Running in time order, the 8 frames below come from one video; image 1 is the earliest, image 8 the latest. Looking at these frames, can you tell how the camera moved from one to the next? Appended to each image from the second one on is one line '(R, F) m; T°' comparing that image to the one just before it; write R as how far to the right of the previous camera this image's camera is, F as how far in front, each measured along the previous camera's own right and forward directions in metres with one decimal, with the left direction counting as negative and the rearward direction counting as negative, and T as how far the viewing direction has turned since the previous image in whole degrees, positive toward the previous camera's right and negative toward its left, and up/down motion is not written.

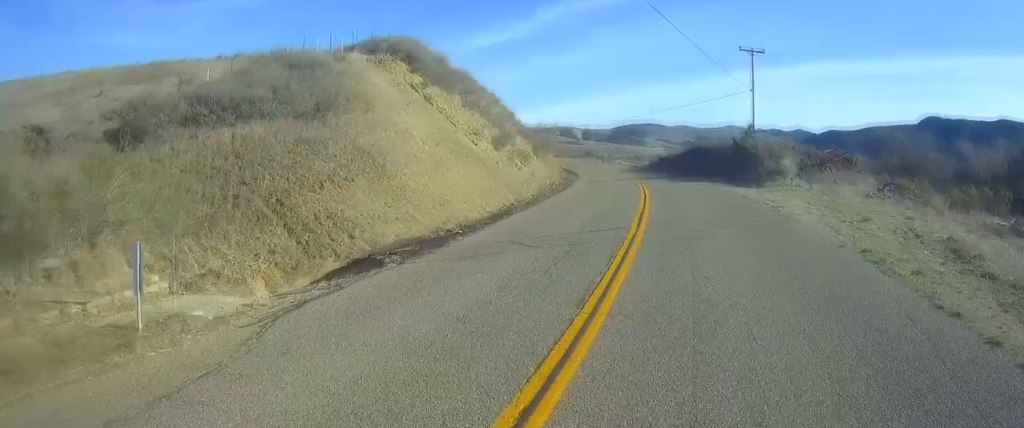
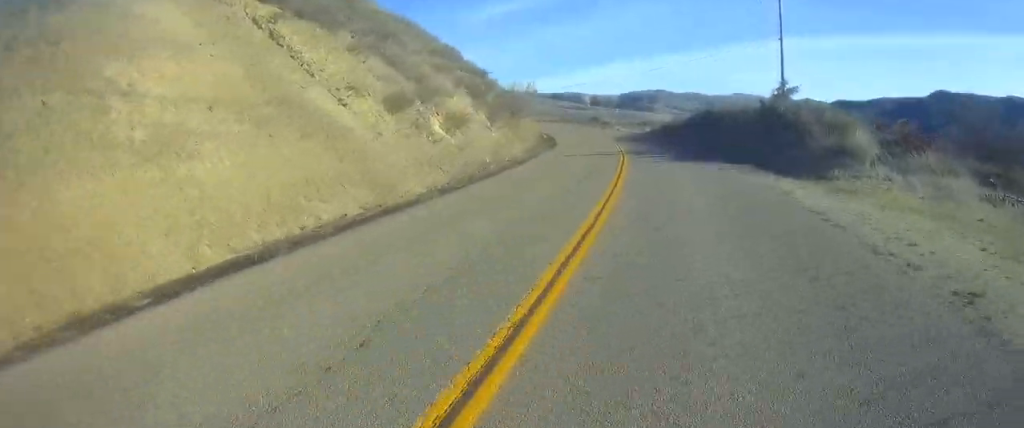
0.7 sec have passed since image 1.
(-0.3, +14.5) m; -3°
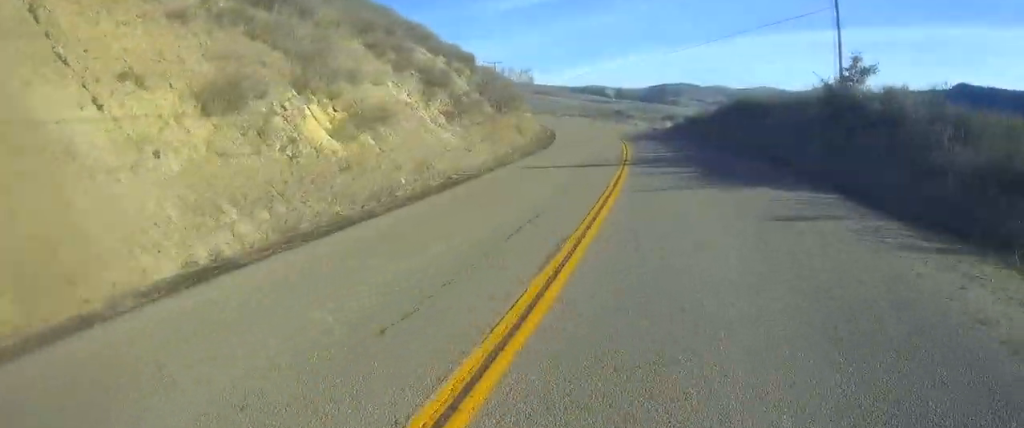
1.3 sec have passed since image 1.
(+0.1, +11.2) m; -3°
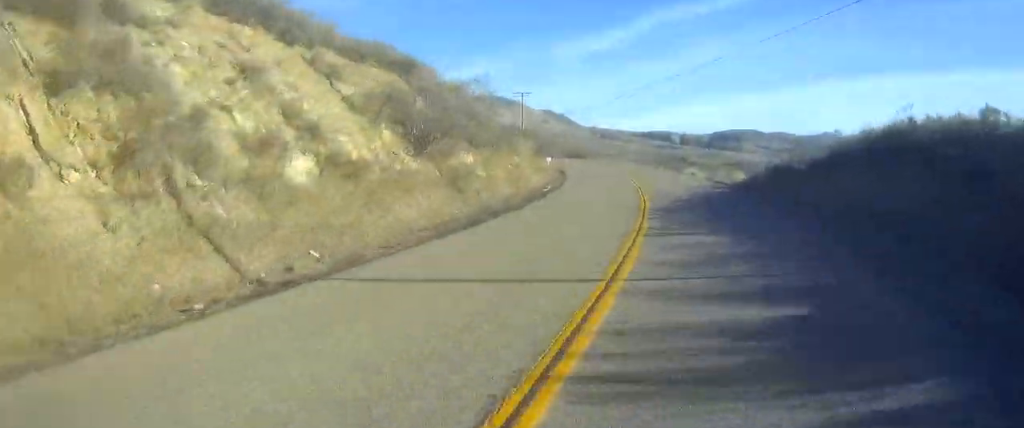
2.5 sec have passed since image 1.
(-1.5, +23.1) m; -6°
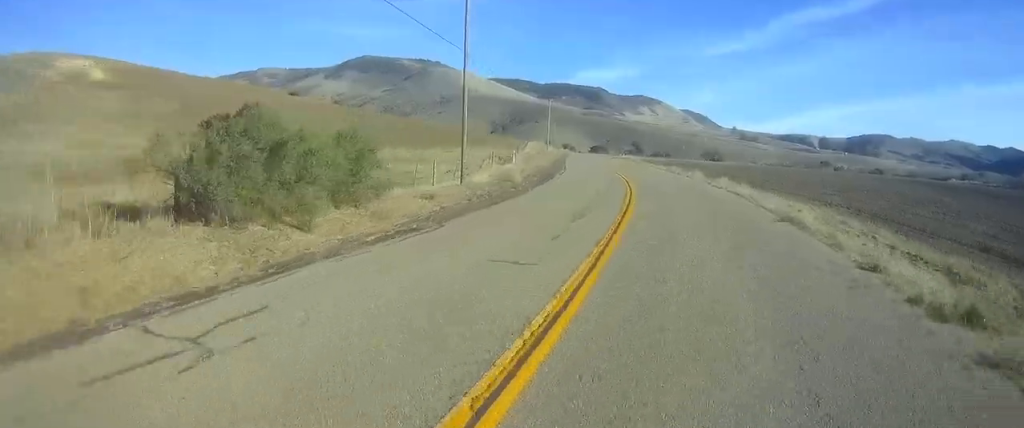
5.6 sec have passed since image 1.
(-5.5, +63.1) m; -10°
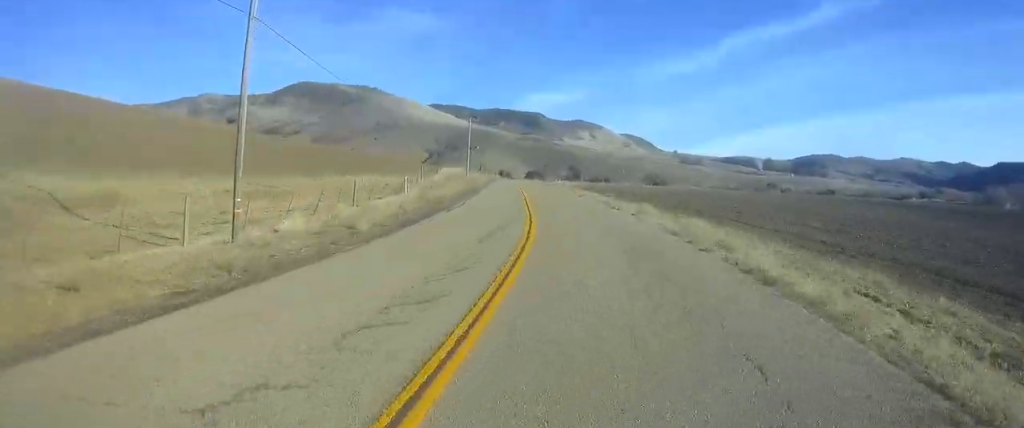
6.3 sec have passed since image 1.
(-0.6, +15.2) m; -2°
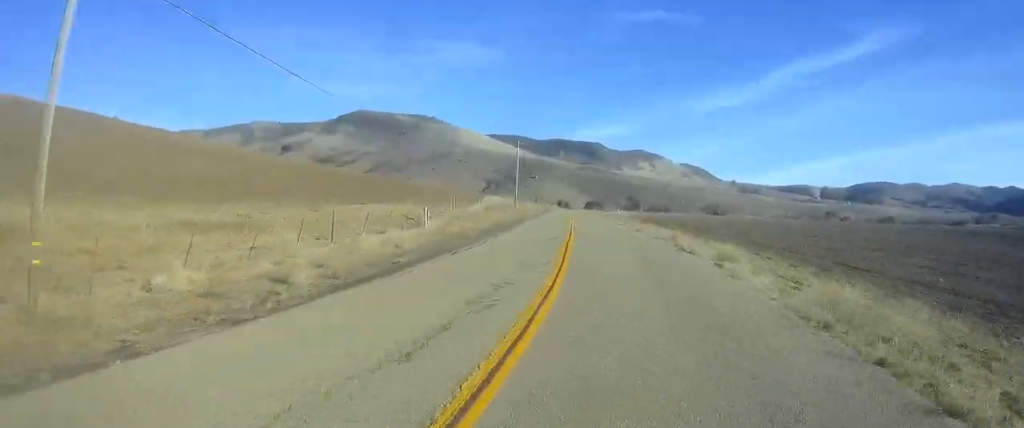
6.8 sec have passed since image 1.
(0.0, +9.7) m; -2°
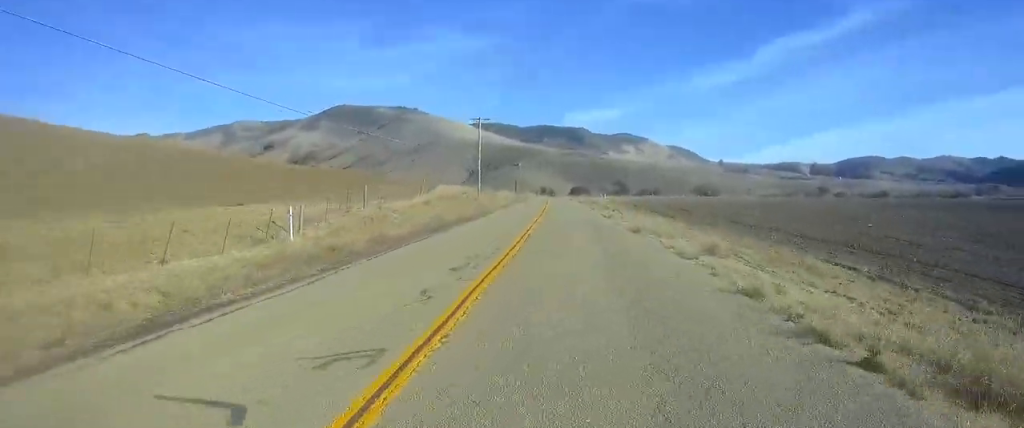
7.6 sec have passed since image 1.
(-0.3, +17.3) m; -4°
